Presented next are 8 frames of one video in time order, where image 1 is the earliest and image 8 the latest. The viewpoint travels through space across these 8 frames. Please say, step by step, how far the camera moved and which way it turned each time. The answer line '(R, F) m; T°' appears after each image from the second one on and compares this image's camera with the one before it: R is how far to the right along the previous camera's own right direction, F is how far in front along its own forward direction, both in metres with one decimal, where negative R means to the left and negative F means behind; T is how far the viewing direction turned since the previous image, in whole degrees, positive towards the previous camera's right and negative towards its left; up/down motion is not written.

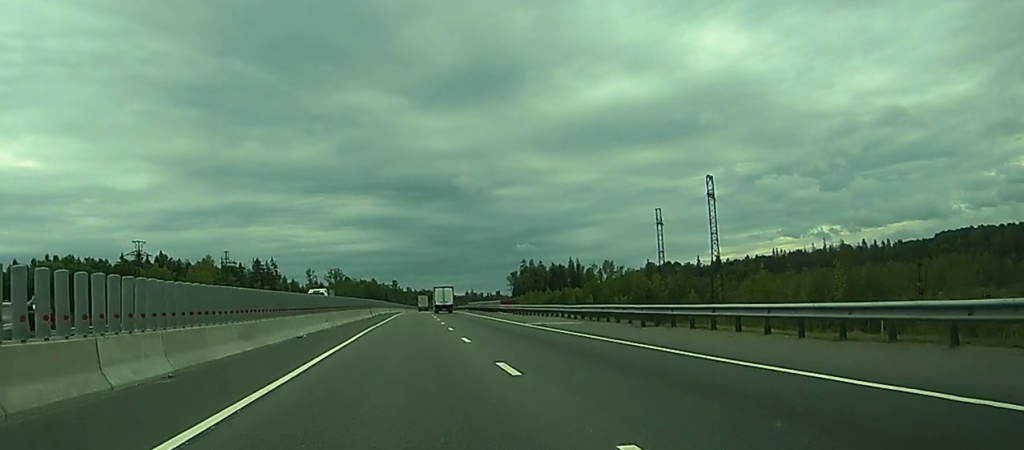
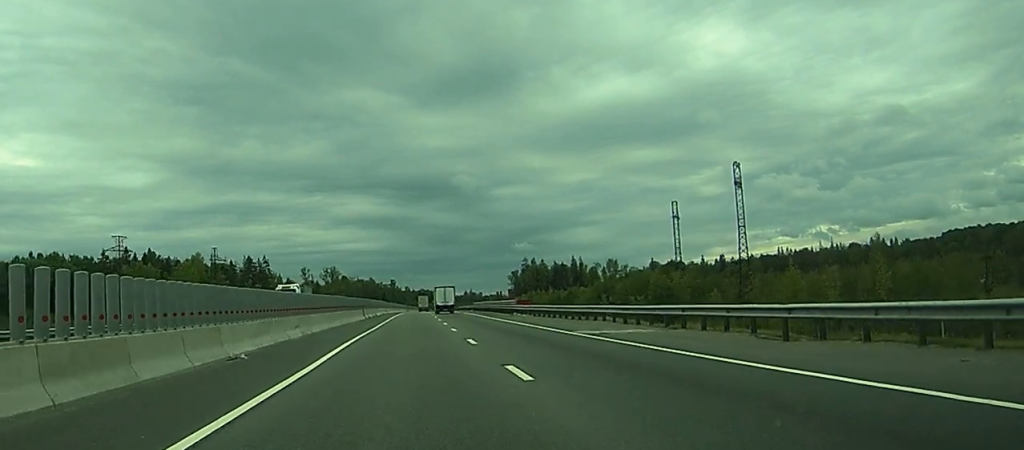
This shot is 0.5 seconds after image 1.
(0.0, +12.7) m; 0°
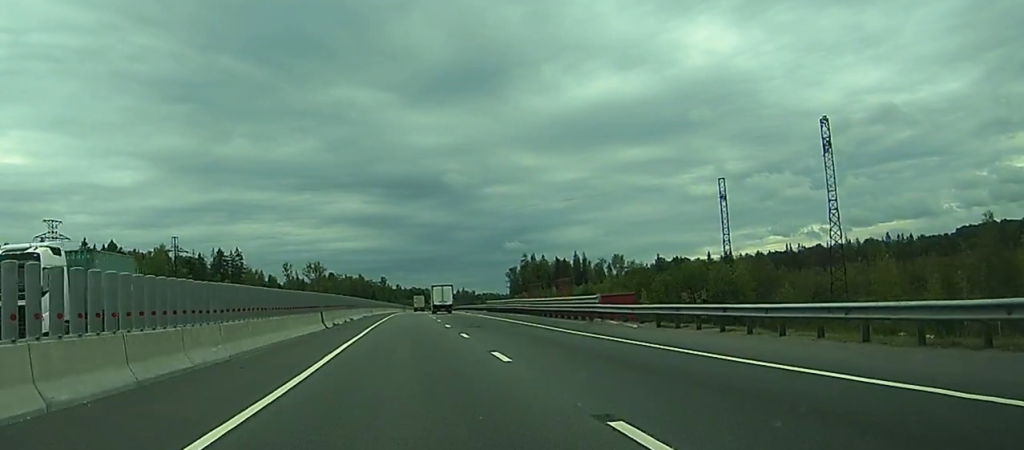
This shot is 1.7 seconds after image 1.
(+0.2, +31.7) m; +1°
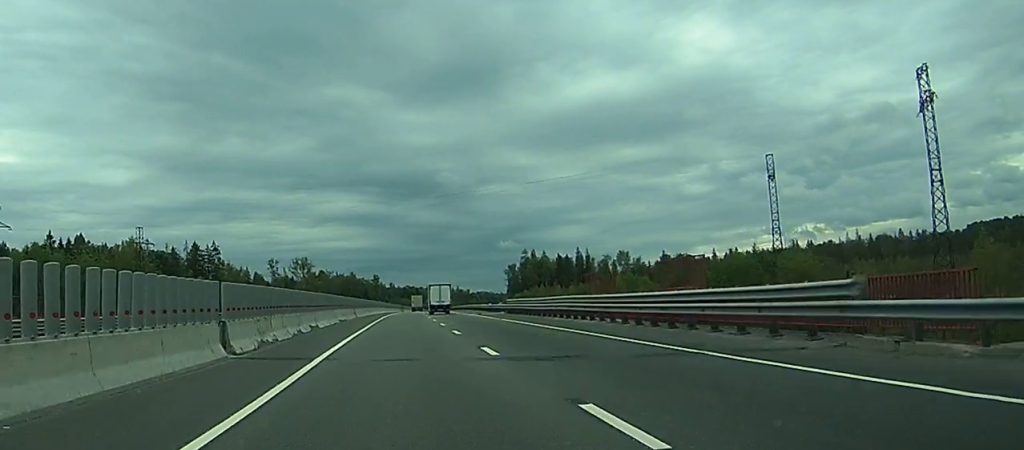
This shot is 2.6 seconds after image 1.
(+0.1, +22.5) m; +1°
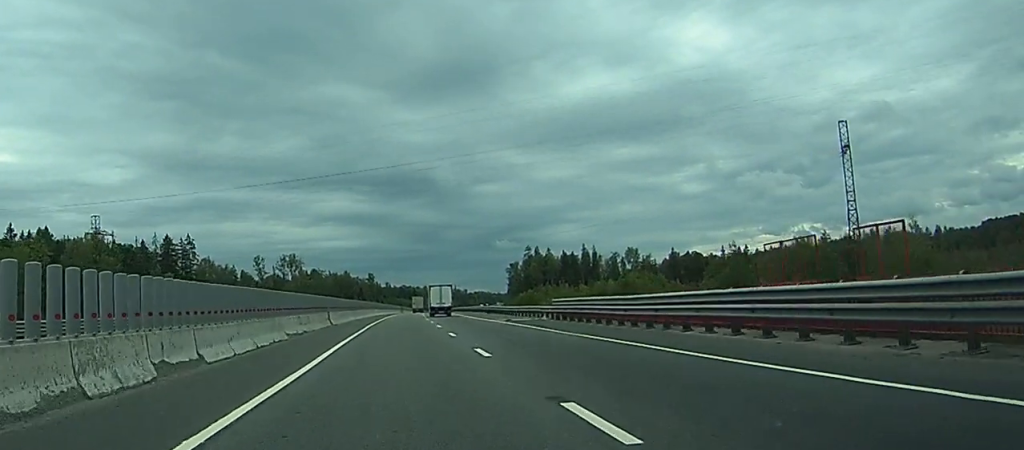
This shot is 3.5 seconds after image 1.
(+0.1, +23.4) m; 0°
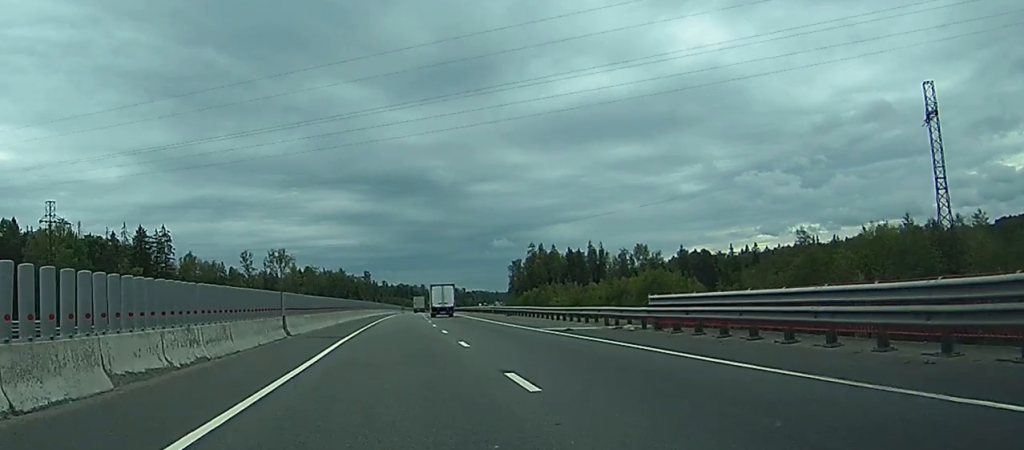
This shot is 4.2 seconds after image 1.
(0.0, +19.1) m; 0°
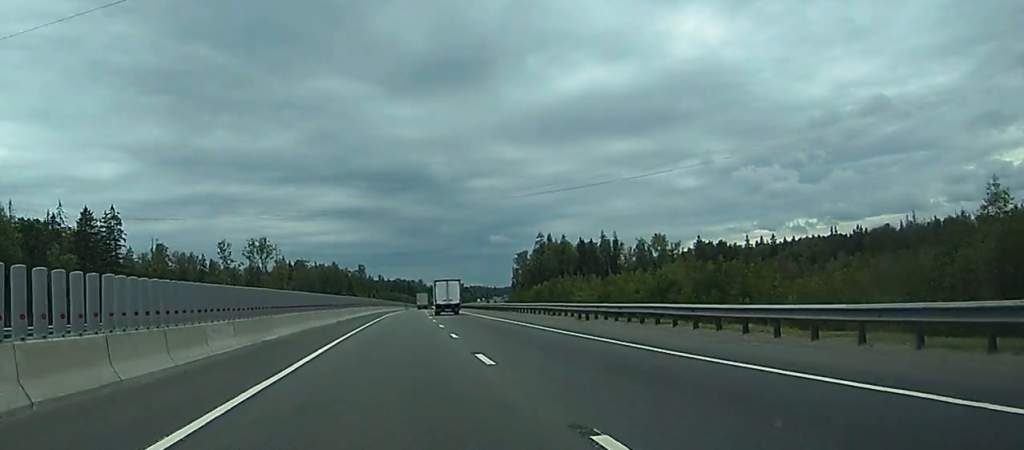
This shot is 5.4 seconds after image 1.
(+0.1, +30.6) m; 0°
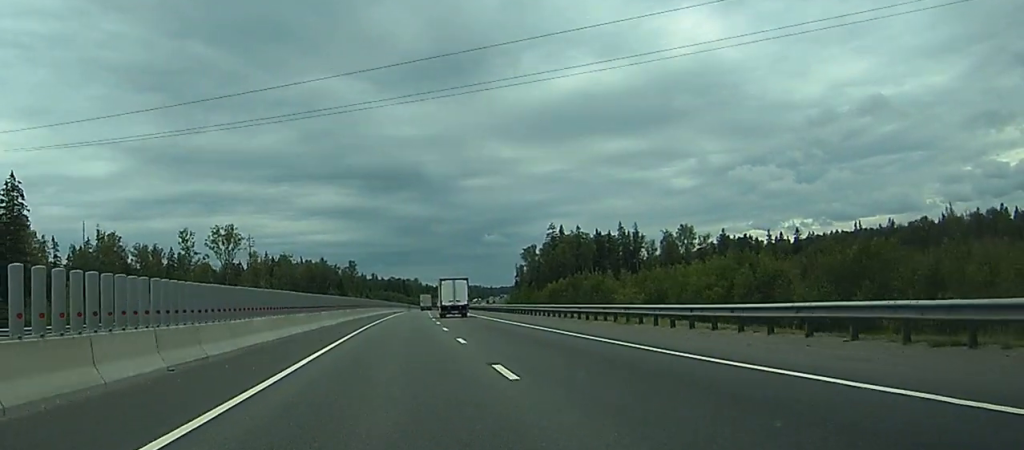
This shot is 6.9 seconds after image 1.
(+0.1, +38.7) m; 0°
